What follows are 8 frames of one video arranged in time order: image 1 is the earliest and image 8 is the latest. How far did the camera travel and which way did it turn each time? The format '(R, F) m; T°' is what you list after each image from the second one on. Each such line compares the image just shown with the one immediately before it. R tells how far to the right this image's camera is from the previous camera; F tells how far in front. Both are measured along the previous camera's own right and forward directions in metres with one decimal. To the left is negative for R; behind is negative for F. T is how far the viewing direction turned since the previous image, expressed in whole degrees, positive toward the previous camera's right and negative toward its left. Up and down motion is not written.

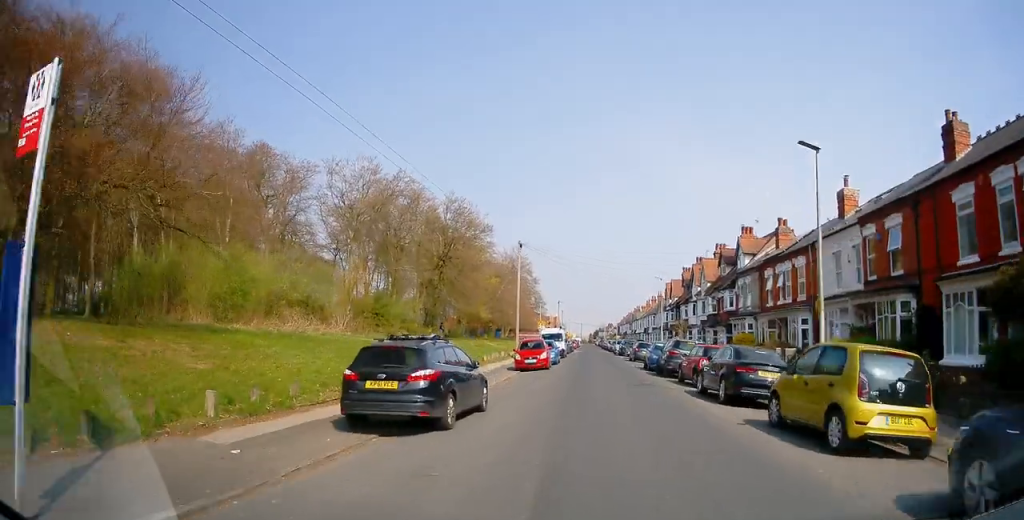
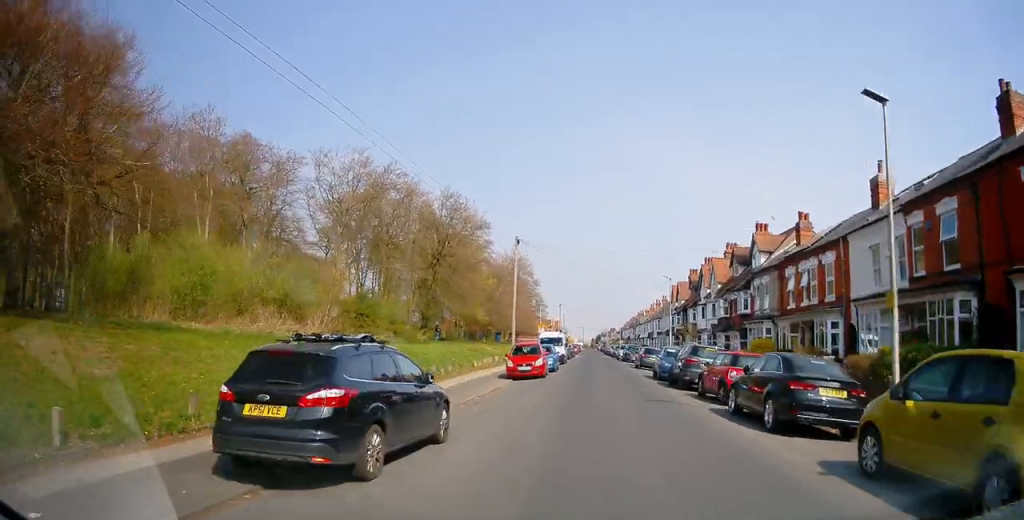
(0.0, +2.9) m; 0°
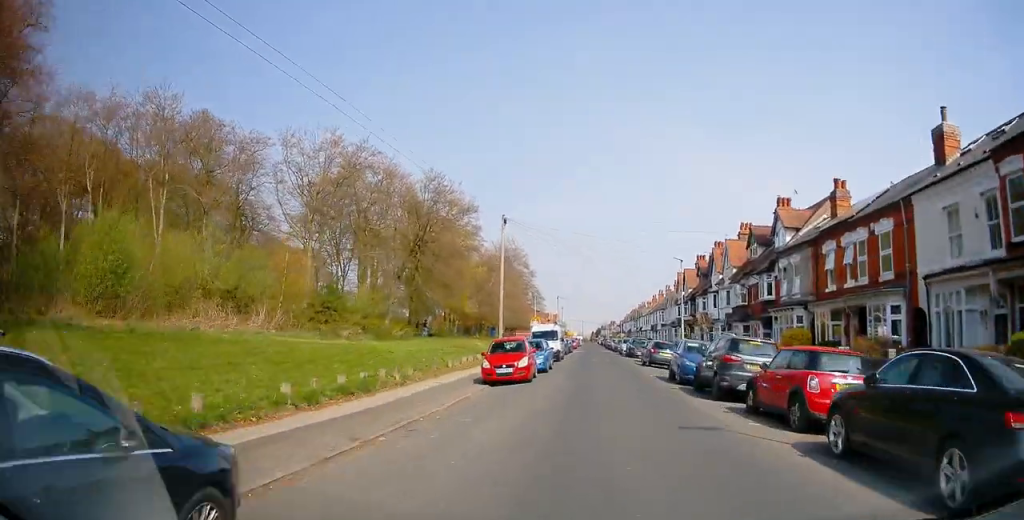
(+0.1, +4.5) m; -1°
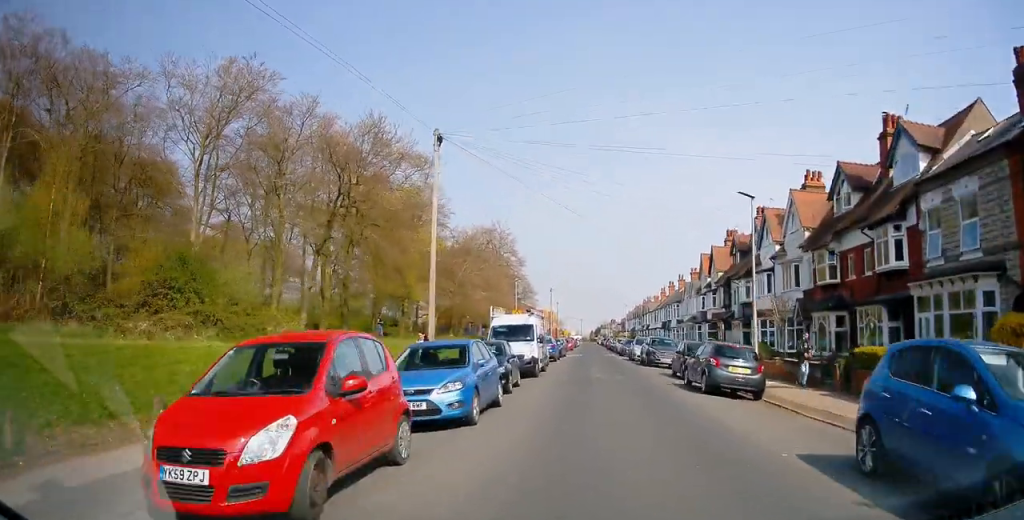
(-0.2, +13.0) m; -1°
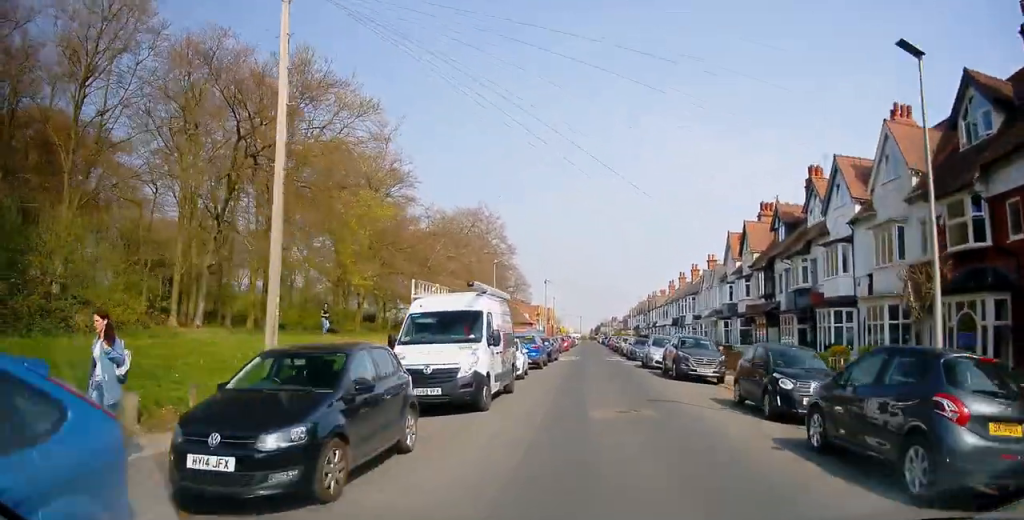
(-0.1, +9.8) m; 0°
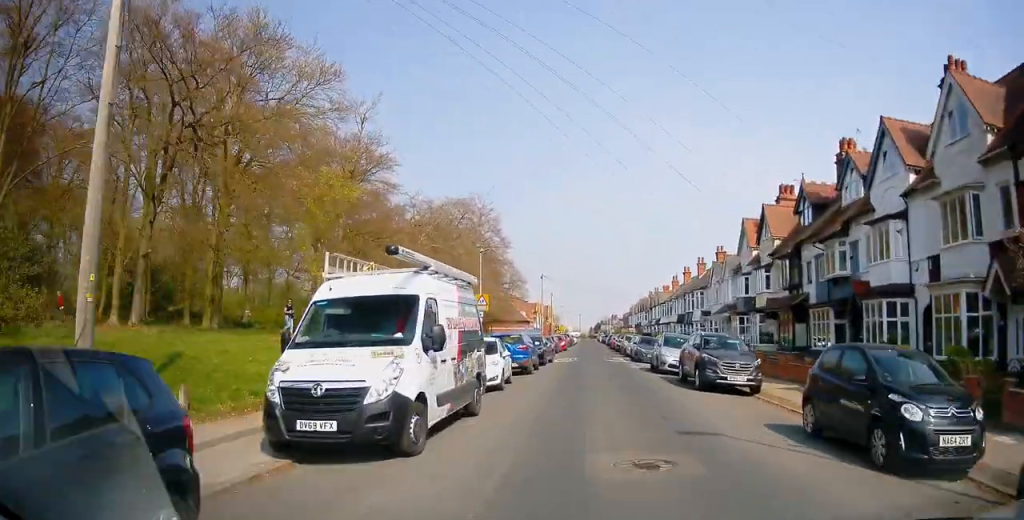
(-0.2, +4.5) m; 0°
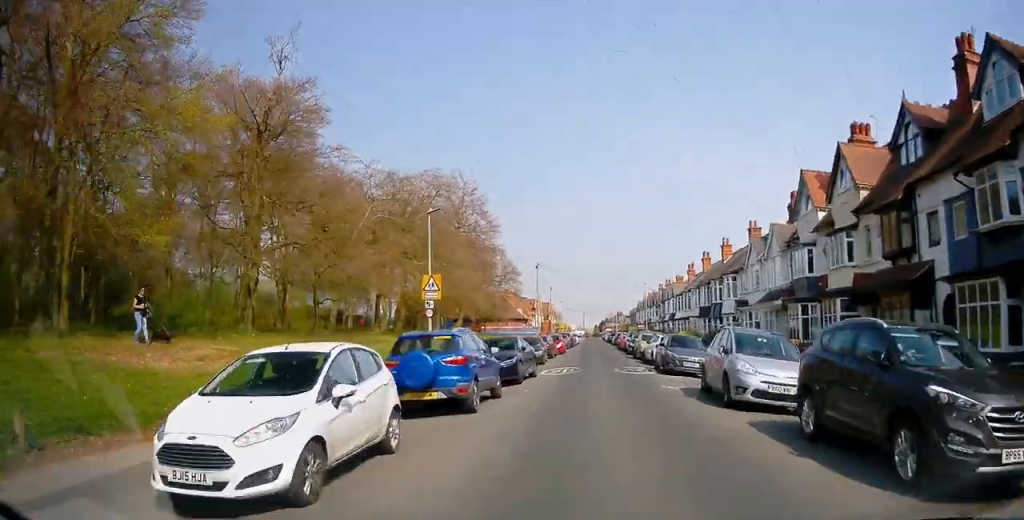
(+0.3, +11.2) m; +1°
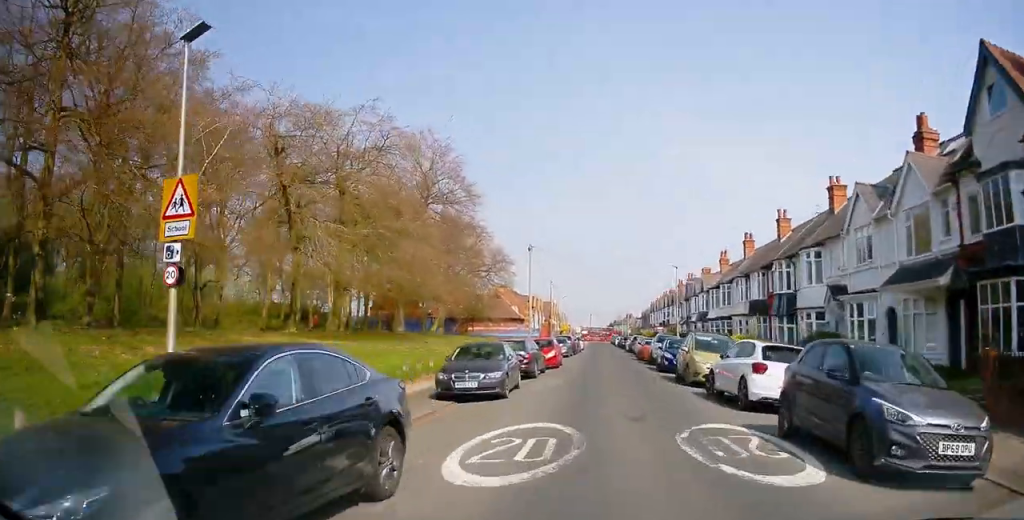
(-0.5, +15.4) m; -2°
